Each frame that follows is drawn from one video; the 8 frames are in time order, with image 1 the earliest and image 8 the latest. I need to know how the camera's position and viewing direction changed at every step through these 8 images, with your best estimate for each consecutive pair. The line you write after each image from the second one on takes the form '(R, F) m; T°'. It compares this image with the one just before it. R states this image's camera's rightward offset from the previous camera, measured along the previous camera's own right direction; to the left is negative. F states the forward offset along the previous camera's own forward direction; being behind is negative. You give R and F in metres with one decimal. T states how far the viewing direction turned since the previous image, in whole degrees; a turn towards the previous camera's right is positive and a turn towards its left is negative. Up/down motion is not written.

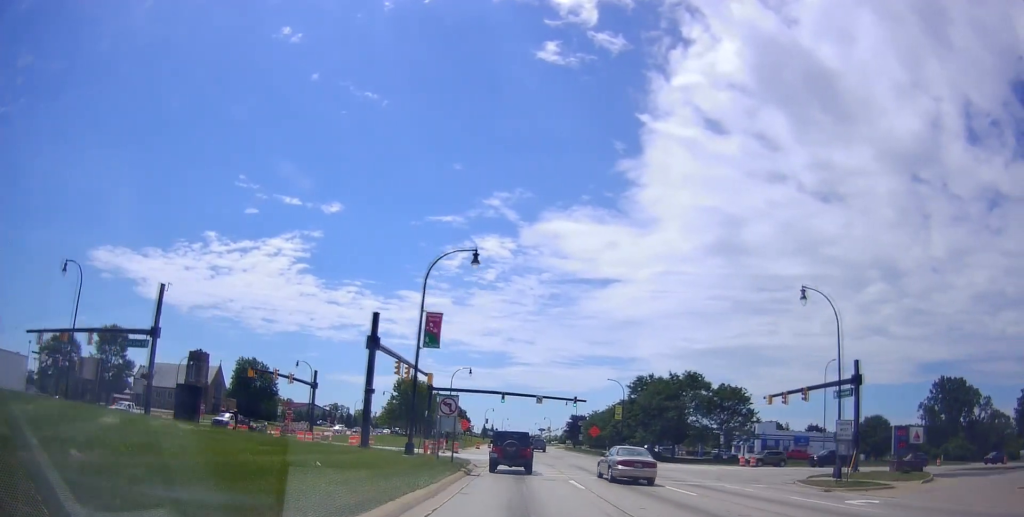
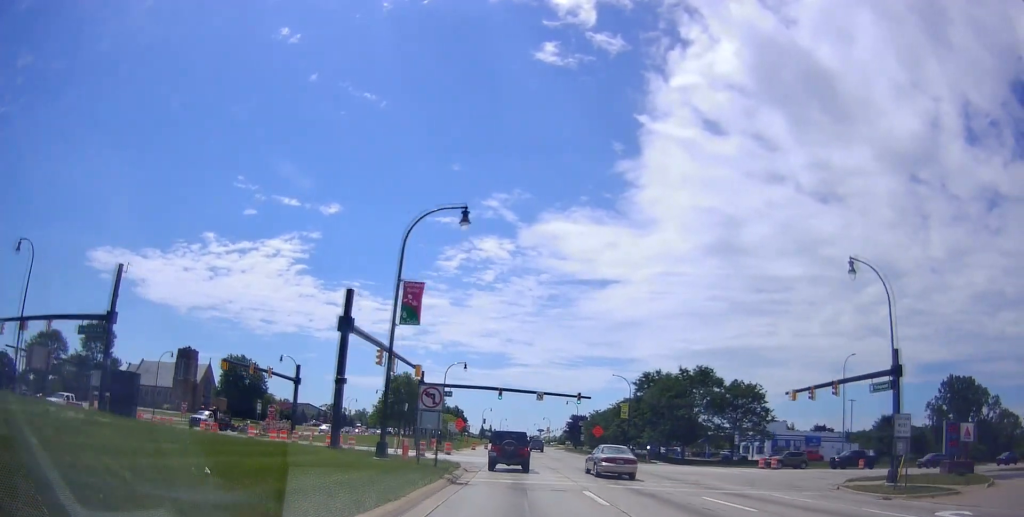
(0.0, +4.8) m; 0°
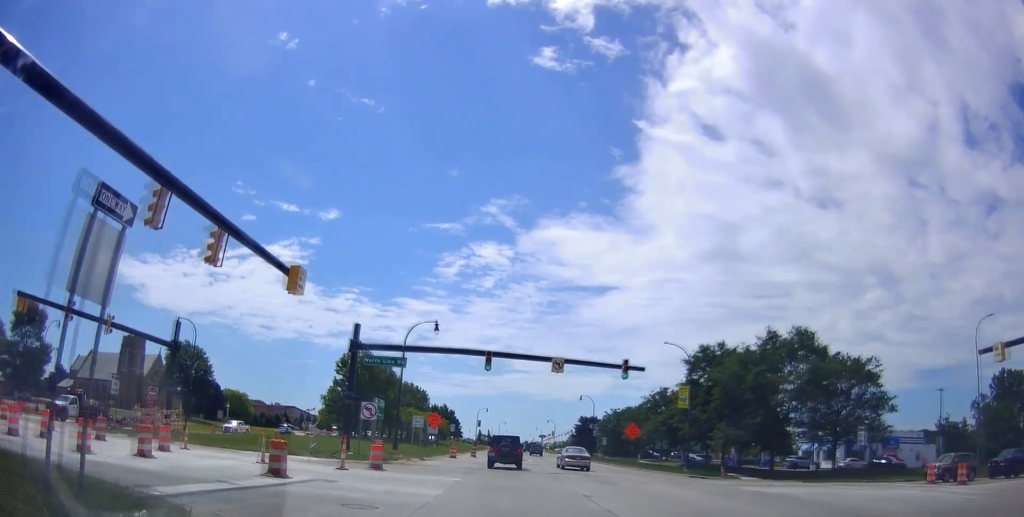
(0.0, +22.6) m; 0°
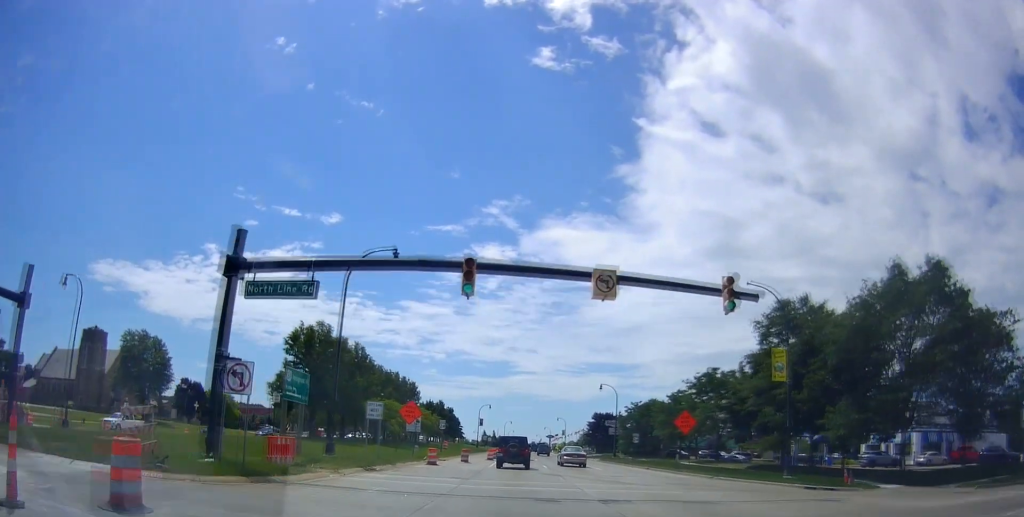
(0.0, +14.7) m; 0°
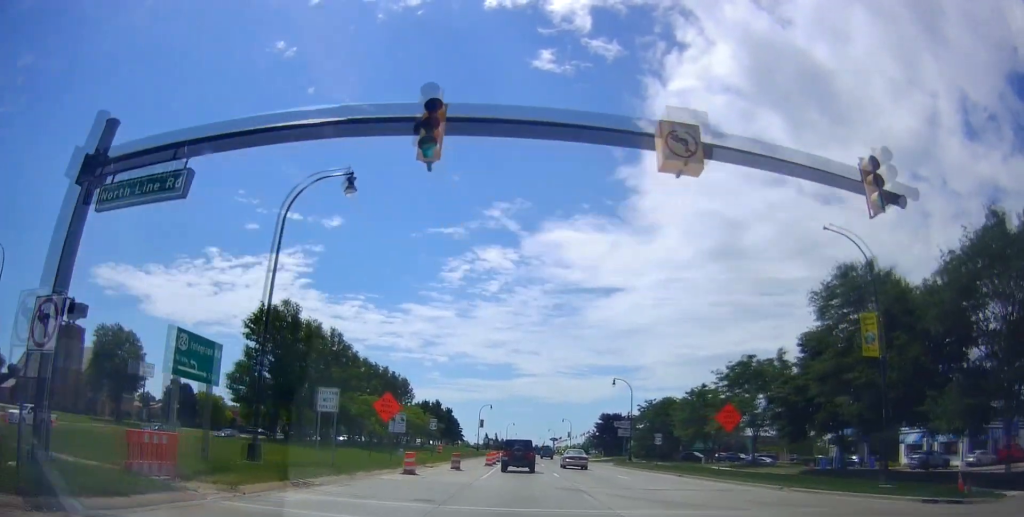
(0.0, +7.6) m; -1°
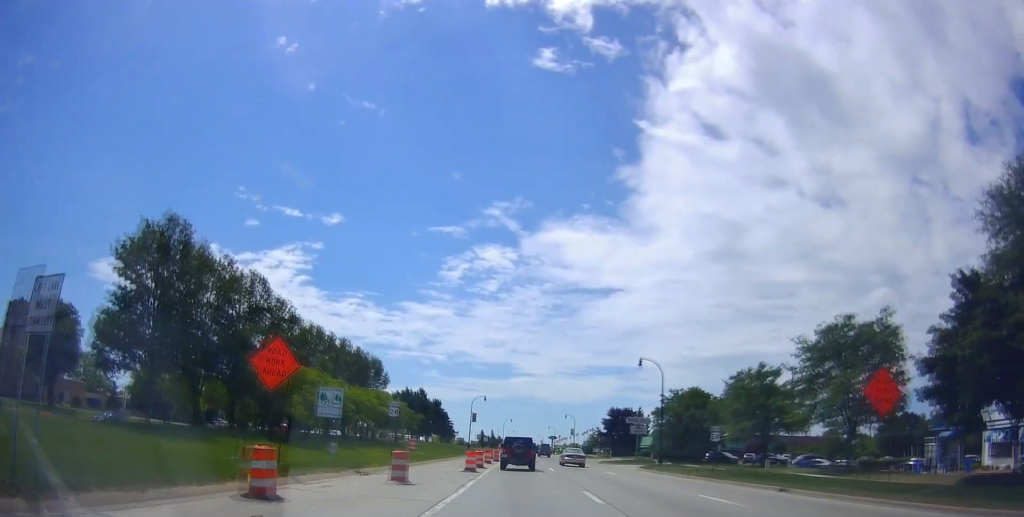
(-0.4, +14.5) m; -2°
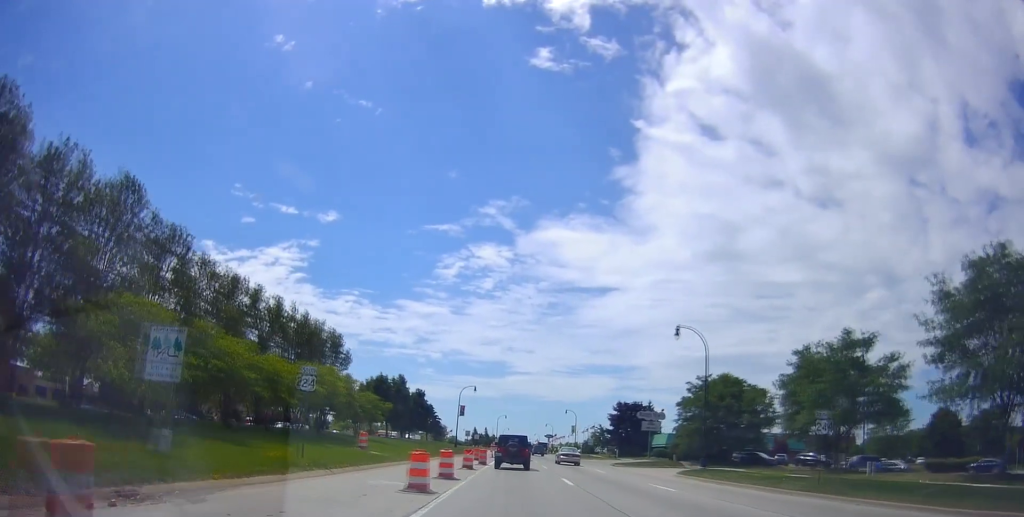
(-0.1, +13.3) m; +1°
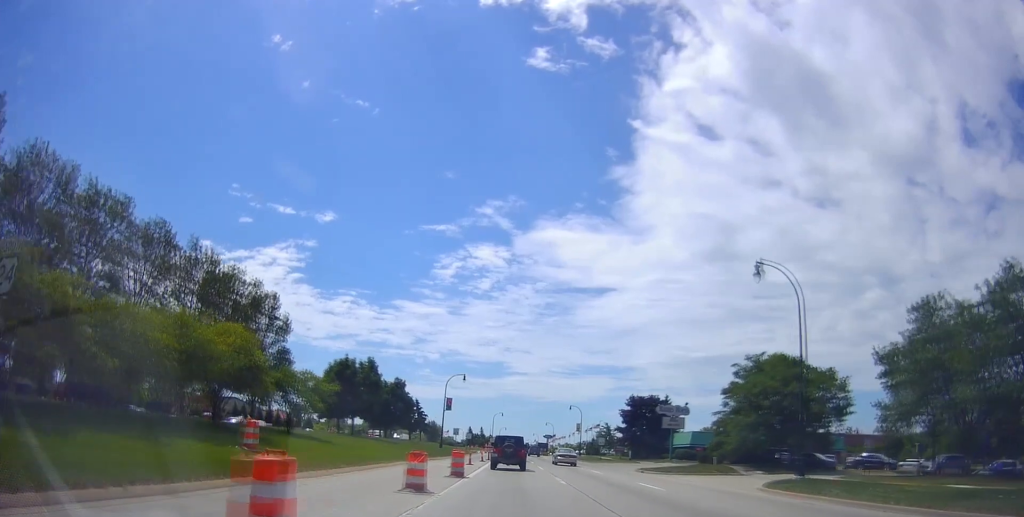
(+0.5, +14.1) m; +1°
